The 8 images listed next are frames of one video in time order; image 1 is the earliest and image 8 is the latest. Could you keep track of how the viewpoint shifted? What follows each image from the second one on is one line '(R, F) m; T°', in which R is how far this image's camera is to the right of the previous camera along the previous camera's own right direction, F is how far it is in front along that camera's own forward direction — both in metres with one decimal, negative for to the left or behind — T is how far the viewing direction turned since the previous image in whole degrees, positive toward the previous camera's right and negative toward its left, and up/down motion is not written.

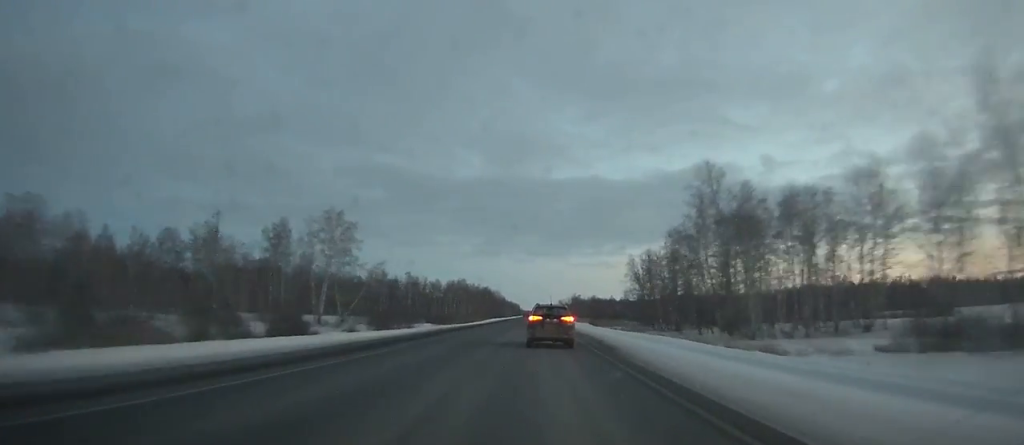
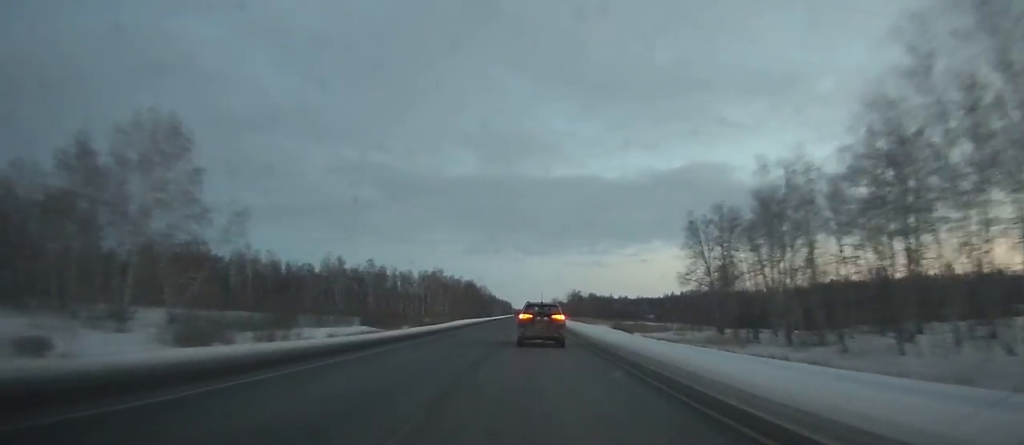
(-0.2, +47.7) m; 0°
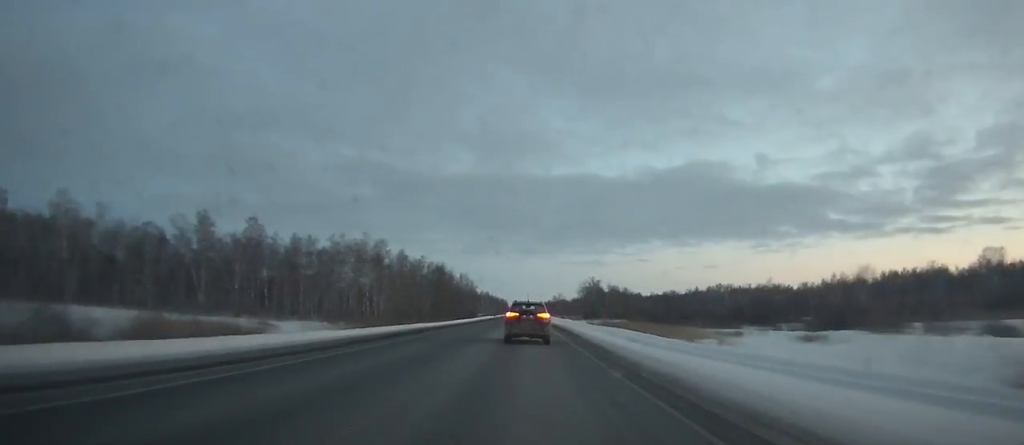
(+0.7, +84.8) m; 0°
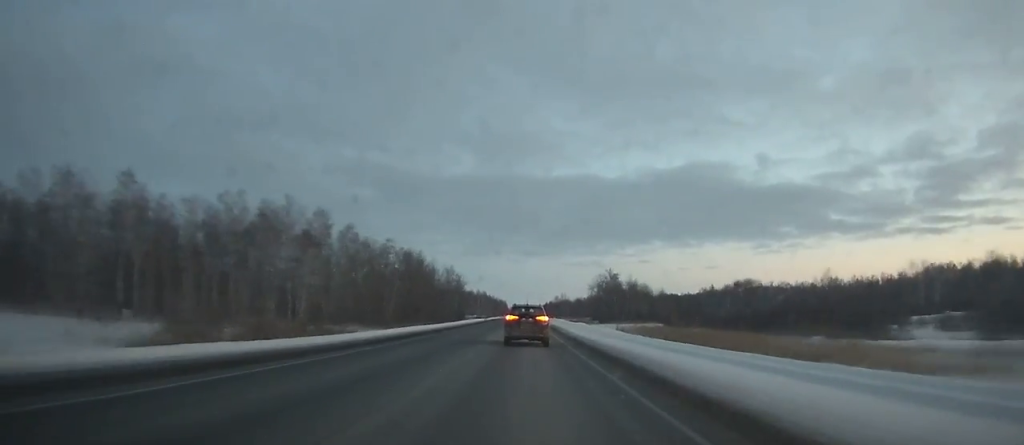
(0.0, +40.0) m; 0°
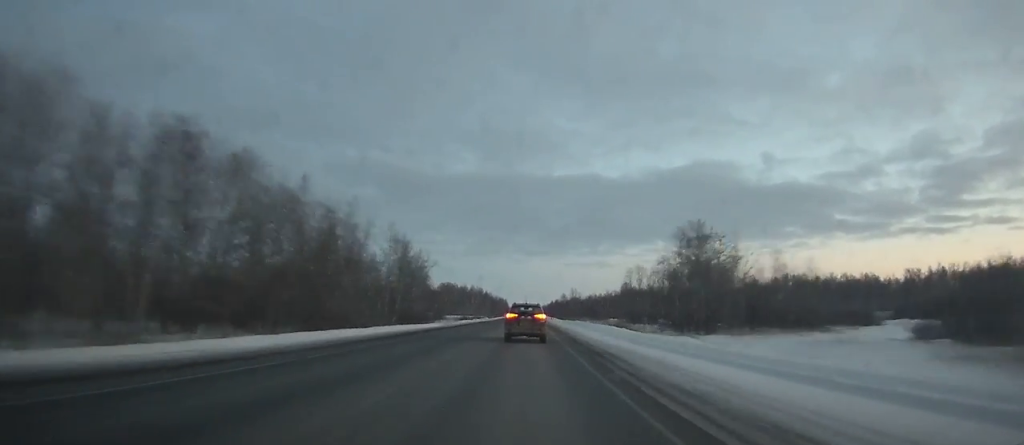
(0.0, +77.6) m; 0°
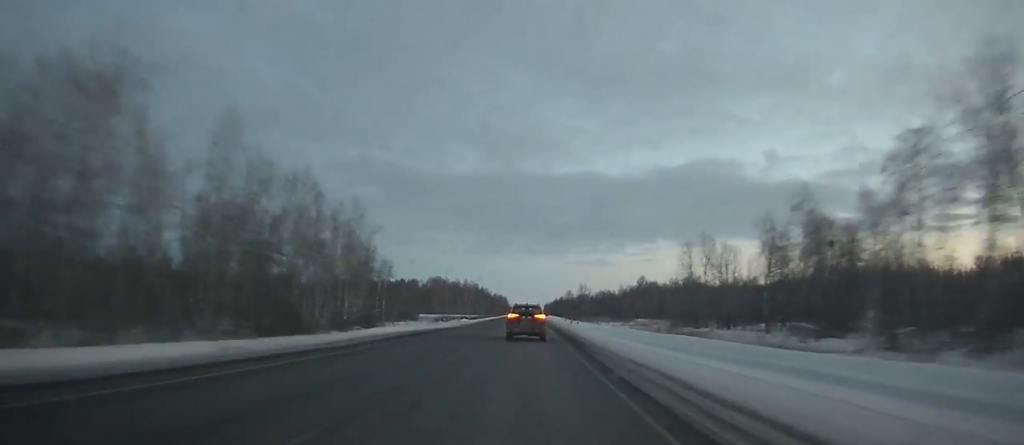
(0.0, +52.1) m; 0°
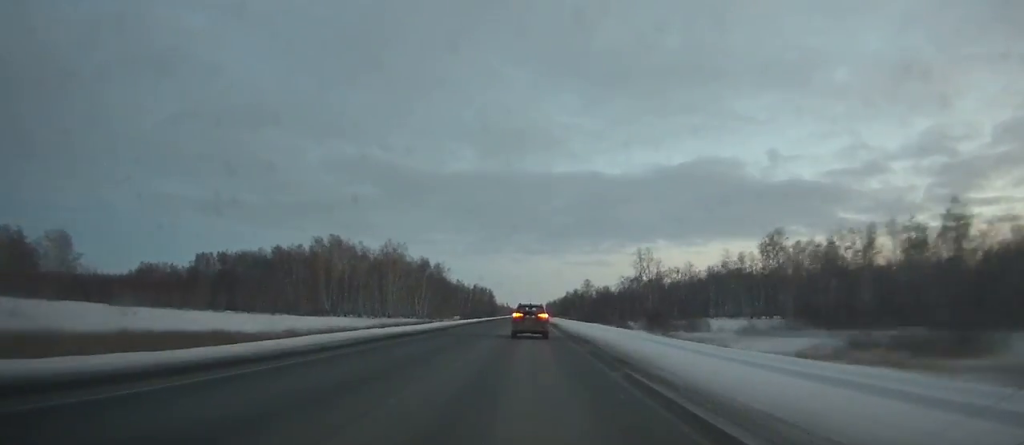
(+0.1, +186.5) m; 0°
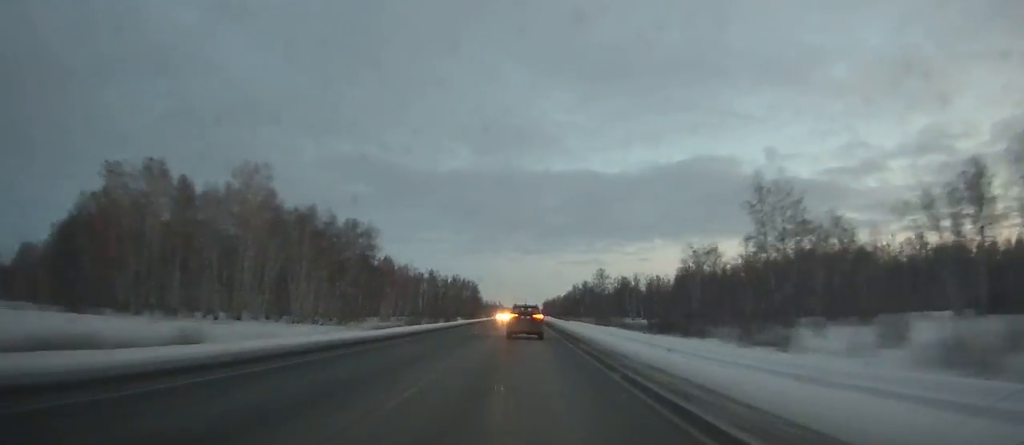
(-0.1, +84.4) m; 0°
